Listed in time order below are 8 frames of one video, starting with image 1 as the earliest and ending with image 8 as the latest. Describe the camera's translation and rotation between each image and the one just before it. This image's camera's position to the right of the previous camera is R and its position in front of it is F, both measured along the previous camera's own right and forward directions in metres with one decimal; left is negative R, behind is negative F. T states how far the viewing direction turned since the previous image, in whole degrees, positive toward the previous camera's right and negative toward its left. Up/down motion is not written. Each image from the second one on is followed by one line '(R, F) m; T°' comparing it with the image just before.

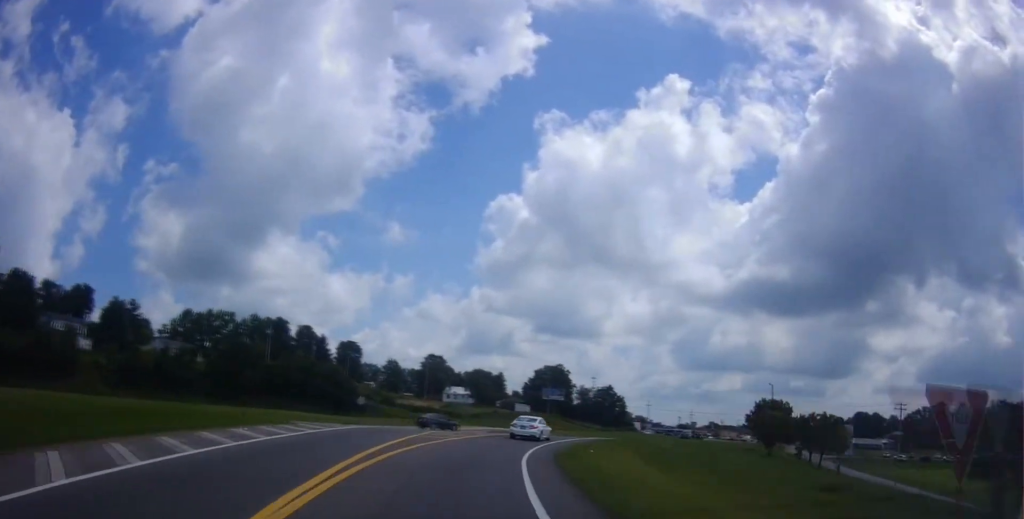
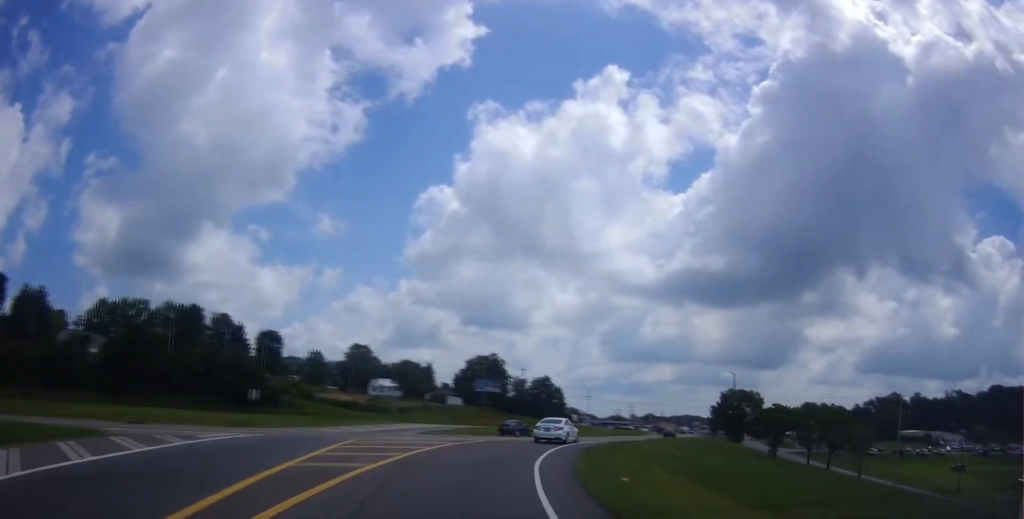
(+0.8, +13.9) m; +7°
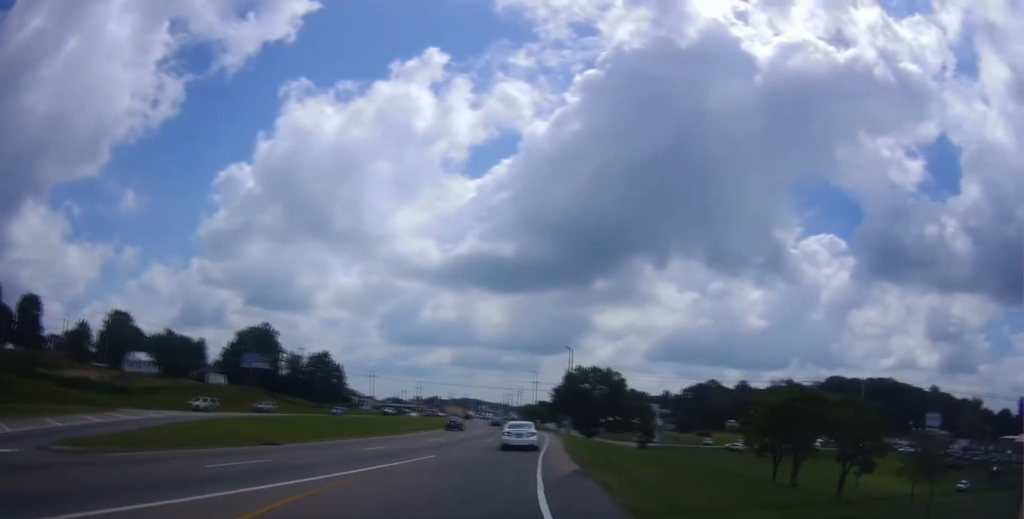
(+4.5, +30.8) m; +16°
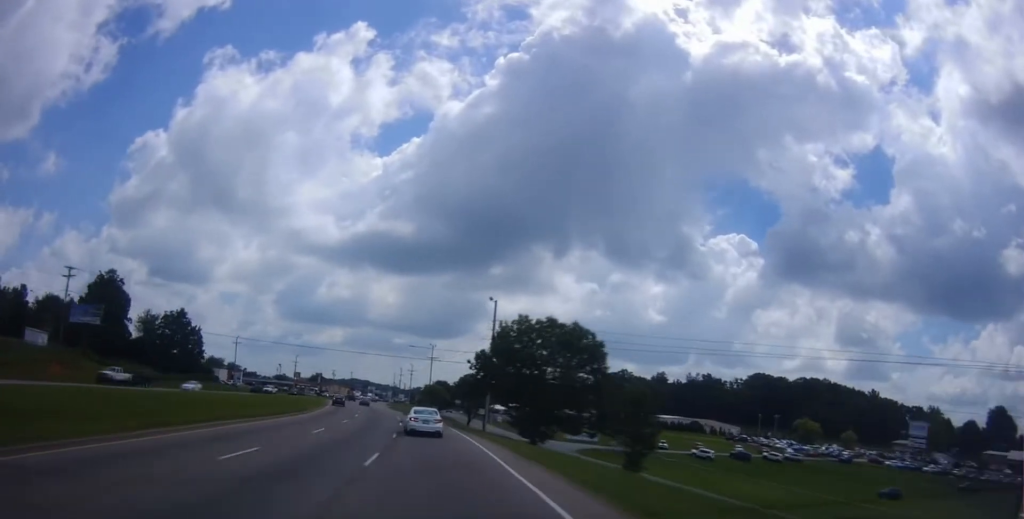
(+5.0, +37.0) m; +10°
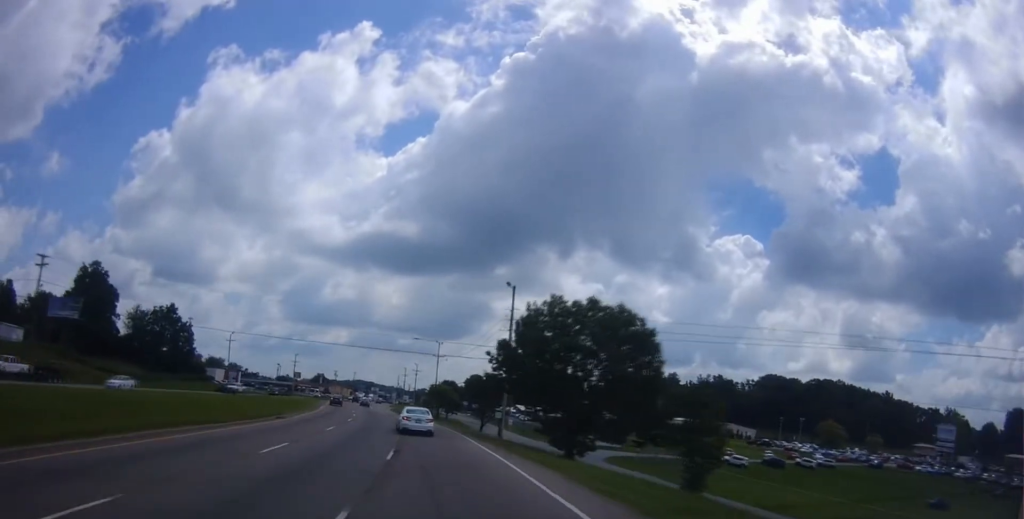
(+0.1, +9.8) m; 0°
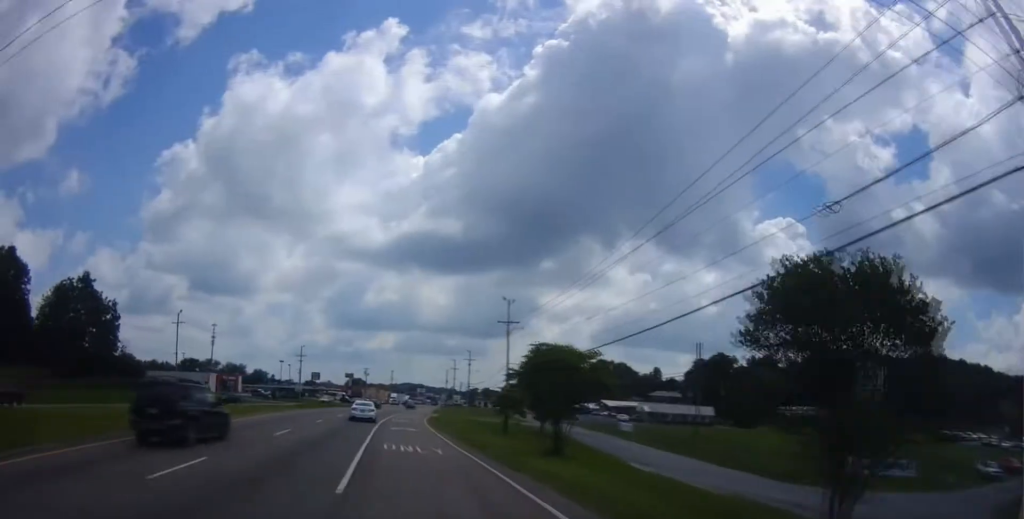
(-2.4, +55.5) m; -6°
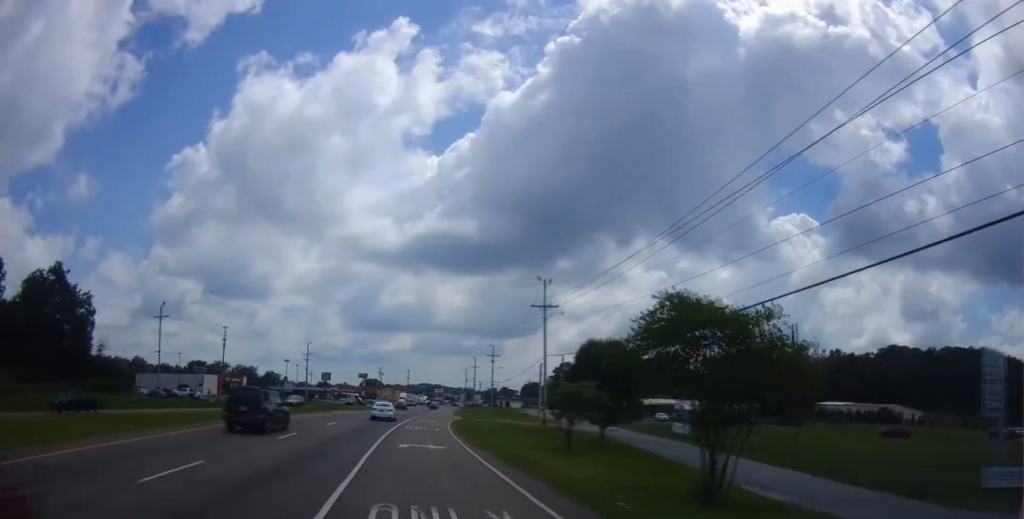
(-0.2, +13.9) m; -1°
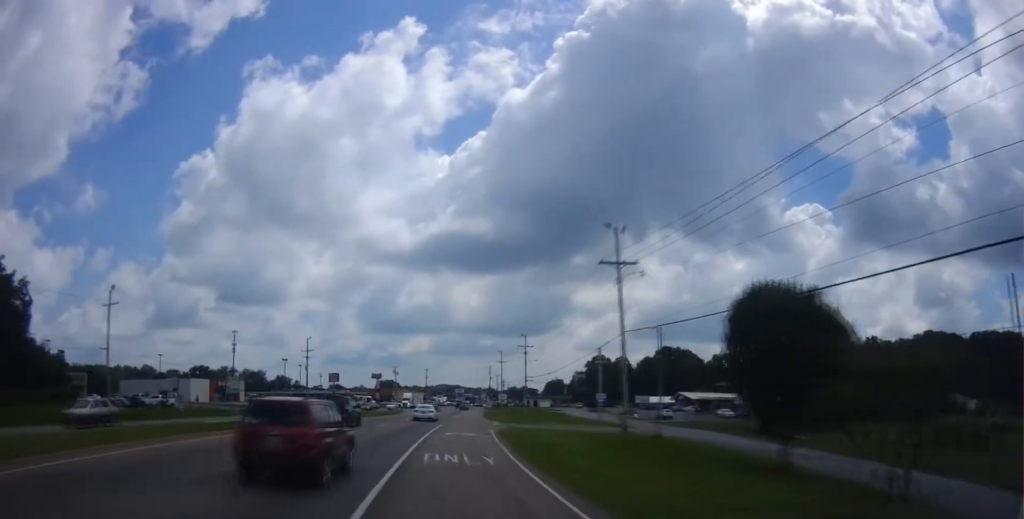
(-0.3, +21.3) m; -1°
